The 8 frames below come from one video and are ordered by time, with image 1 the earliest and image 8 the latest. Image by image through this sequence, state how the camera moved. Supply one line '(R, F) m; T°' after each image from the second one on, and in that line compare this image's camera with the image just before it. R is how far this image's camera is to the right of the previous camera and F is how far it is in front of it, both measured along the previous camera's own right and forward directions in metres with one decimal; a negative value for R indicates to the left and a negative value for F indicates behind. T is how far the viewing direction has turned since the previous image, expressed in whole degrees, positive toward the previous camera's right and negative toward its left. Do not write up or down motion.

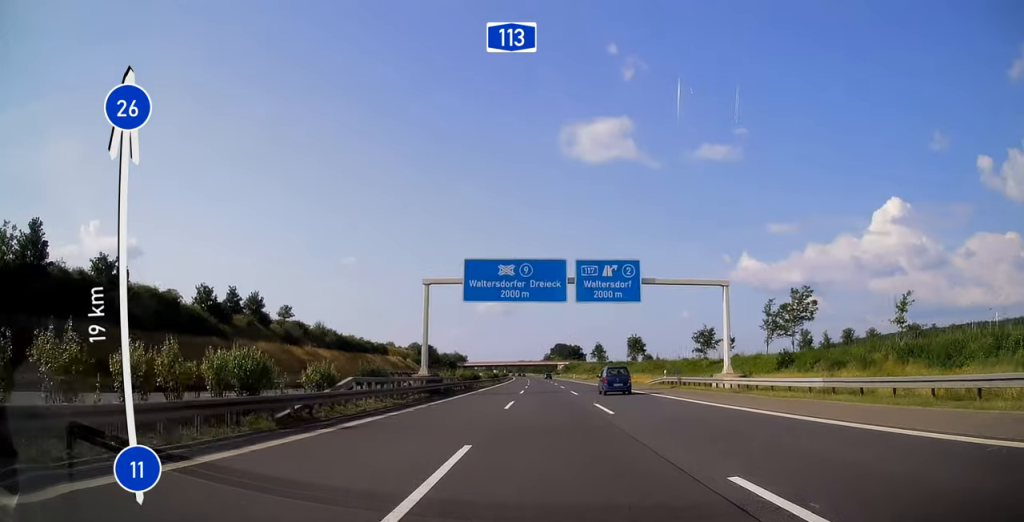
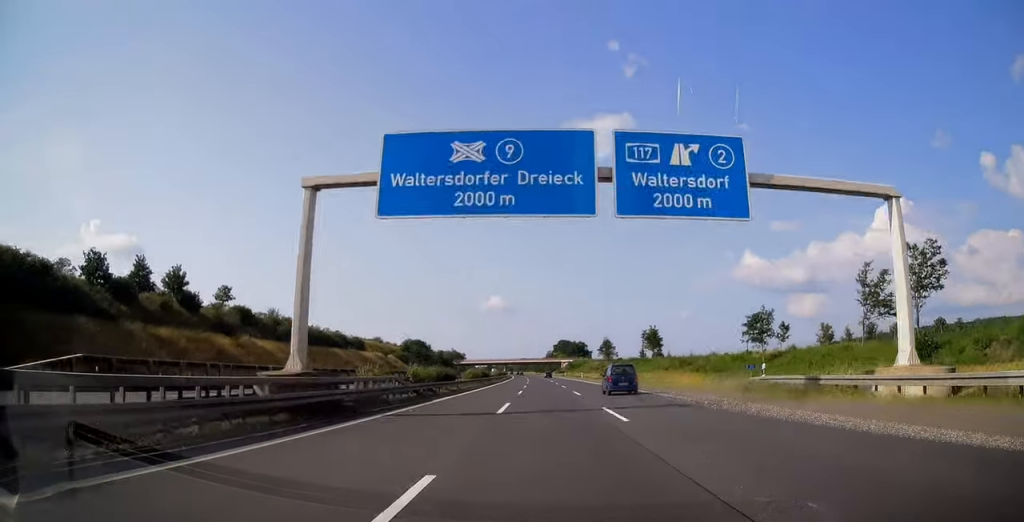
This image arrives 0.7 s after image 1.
(0.0, +21.6) m; 0°
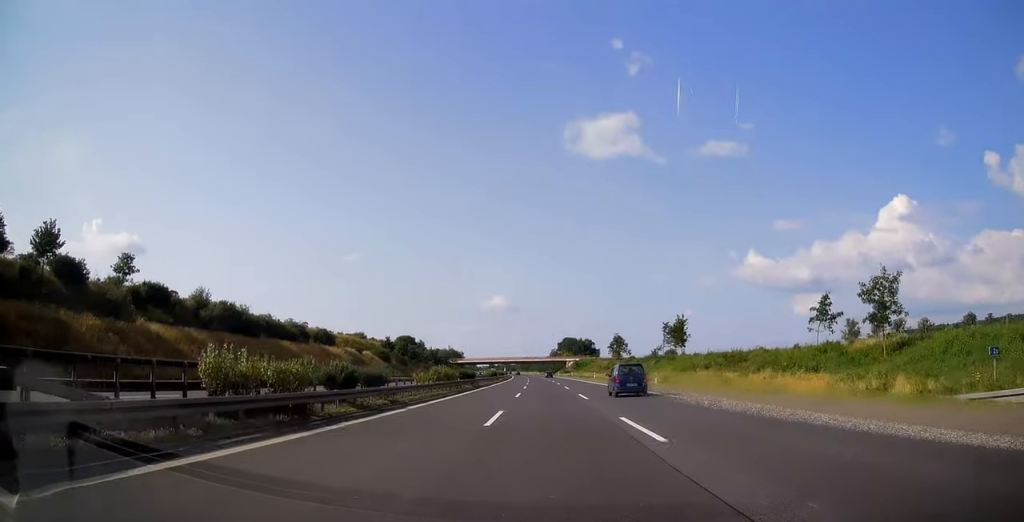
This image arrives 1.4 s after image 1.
(-0.1, +22.8) m; 0°
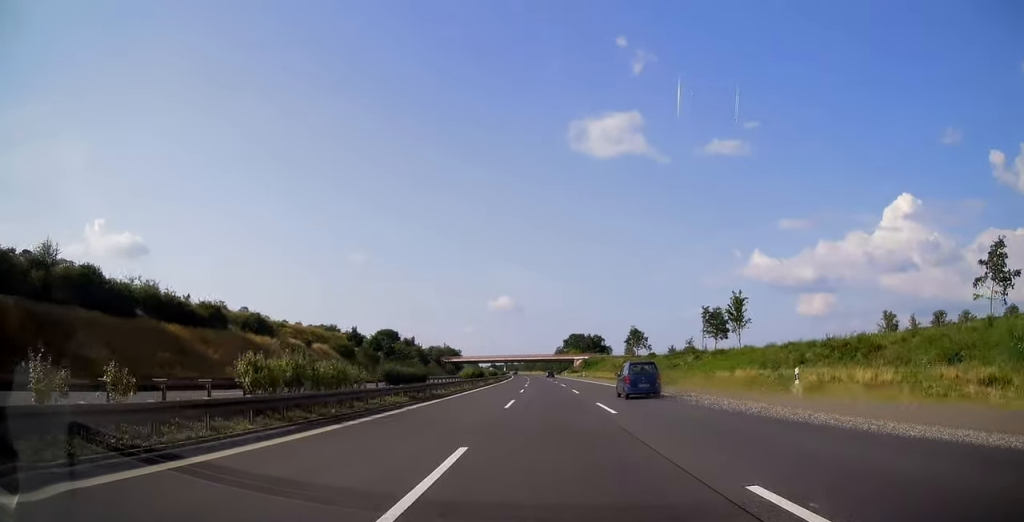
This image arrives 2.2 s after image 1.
(0.0, +28.5) m; 0°
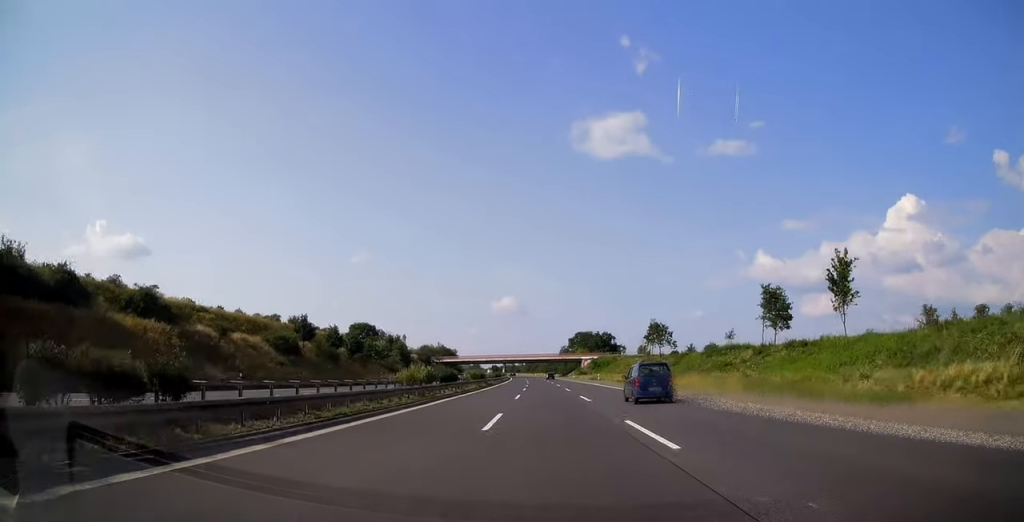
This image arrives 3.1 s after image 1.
(-0.1, +26.4) m; 0°
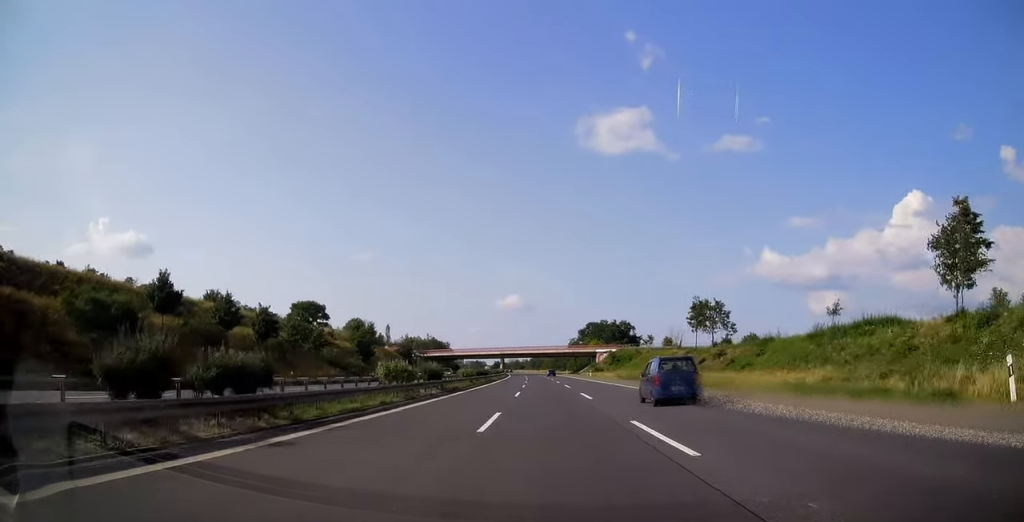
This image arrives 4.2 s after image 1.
(-0.1, +37.1) m; 0°
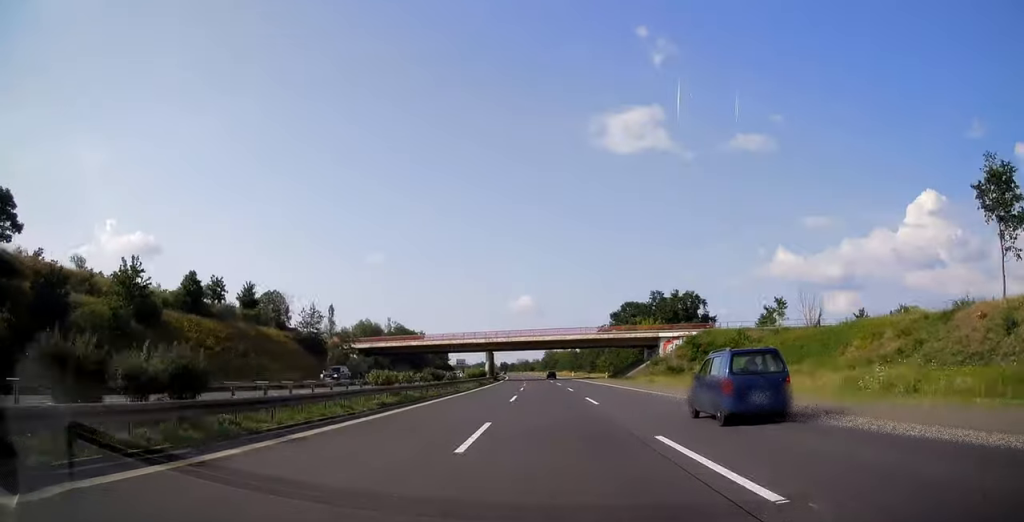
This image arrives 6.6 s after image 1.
(-0.7, +75.0) m; -1°
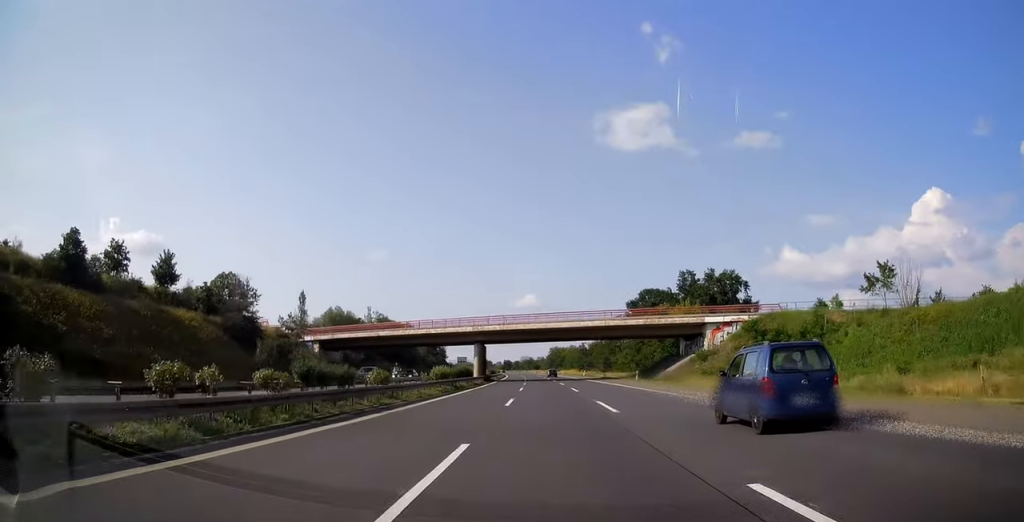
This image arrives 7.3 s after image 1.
(-0.1, +23.5) m; -1°
